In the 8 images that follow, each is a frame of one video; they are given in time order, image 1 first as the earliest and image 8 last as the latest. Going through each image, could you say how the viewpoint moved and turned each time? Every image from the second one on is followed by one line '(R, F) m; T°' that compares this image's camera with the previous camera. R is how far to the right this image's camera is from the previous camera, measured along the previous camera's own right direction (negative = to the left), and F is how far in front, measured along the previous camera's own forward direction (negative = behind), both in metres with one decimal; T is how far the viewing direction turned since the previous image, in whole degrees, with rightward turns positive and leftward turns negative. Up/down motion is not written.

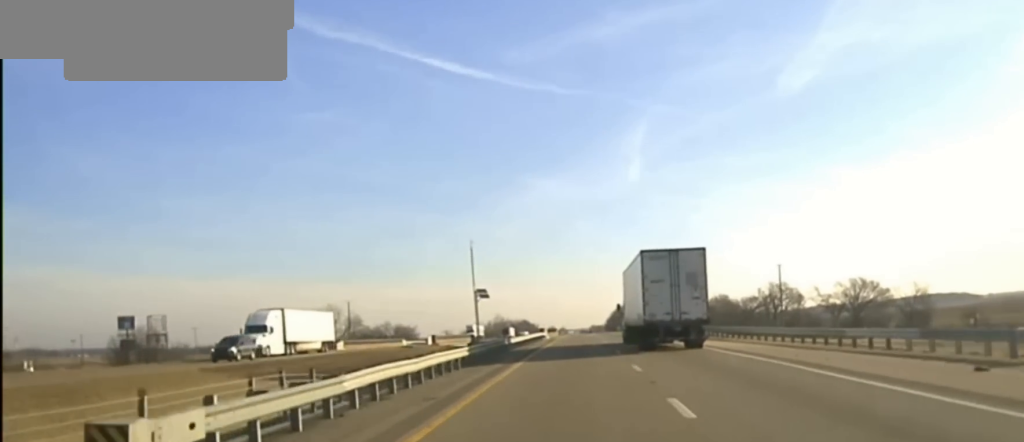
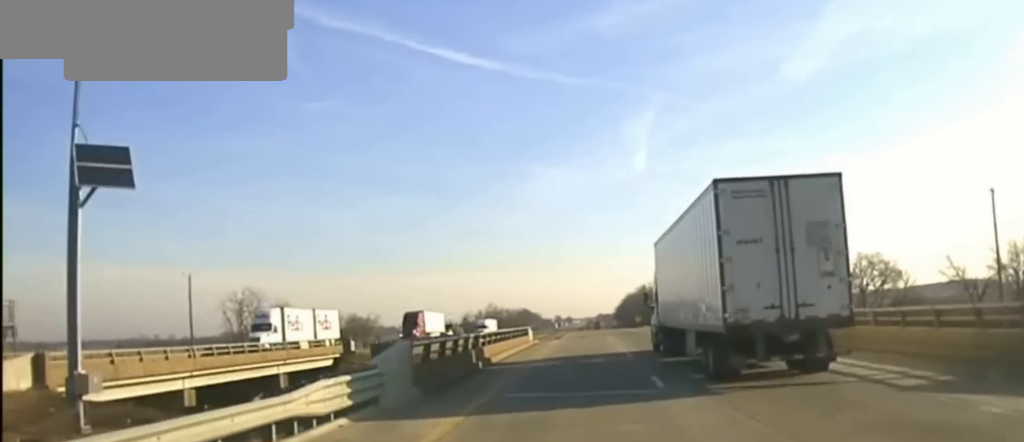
(0.0, +84.7) m; -1°
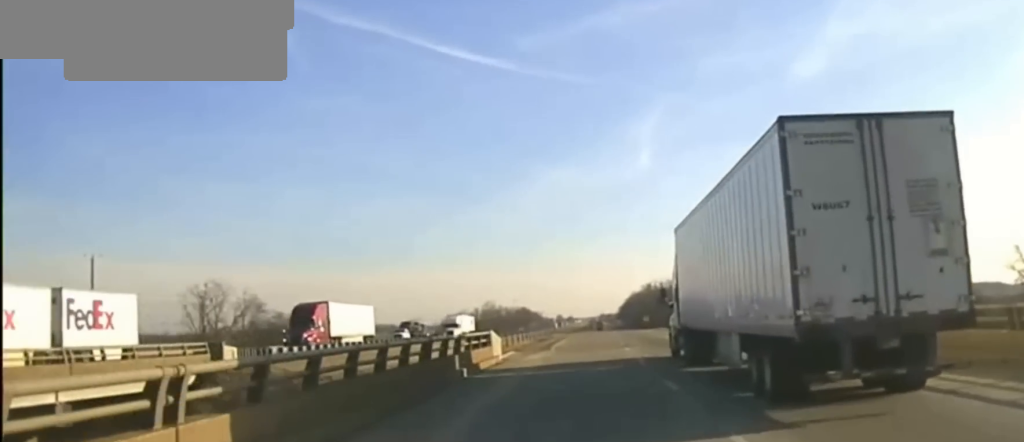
(-0.2, +25.2) m; 0°
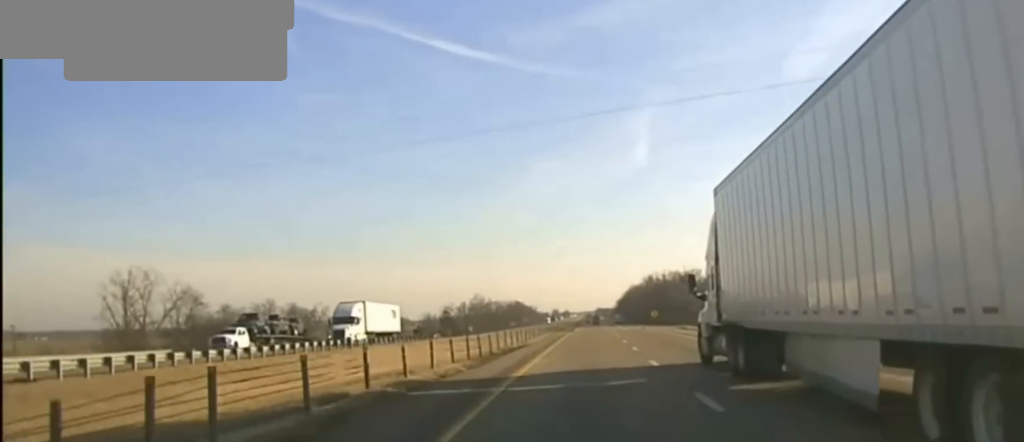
(0.0, +34.1) m; 0°
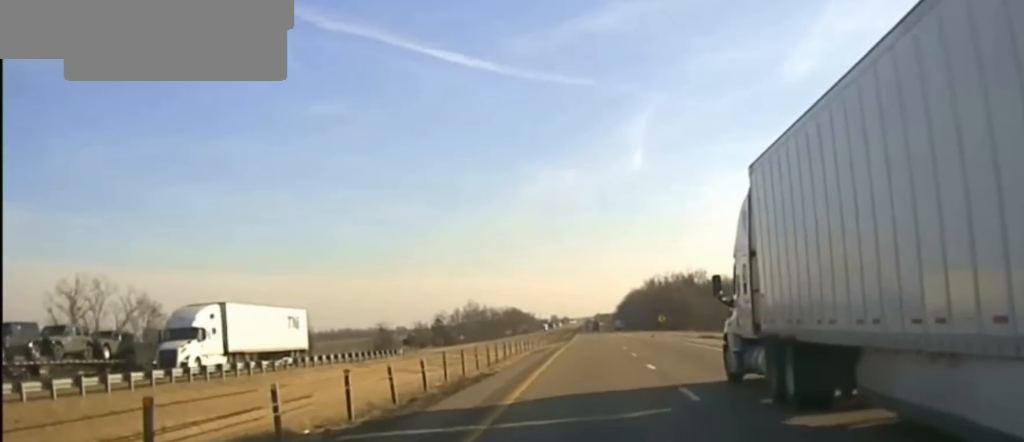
(+0.1, +17.9) m; 0°
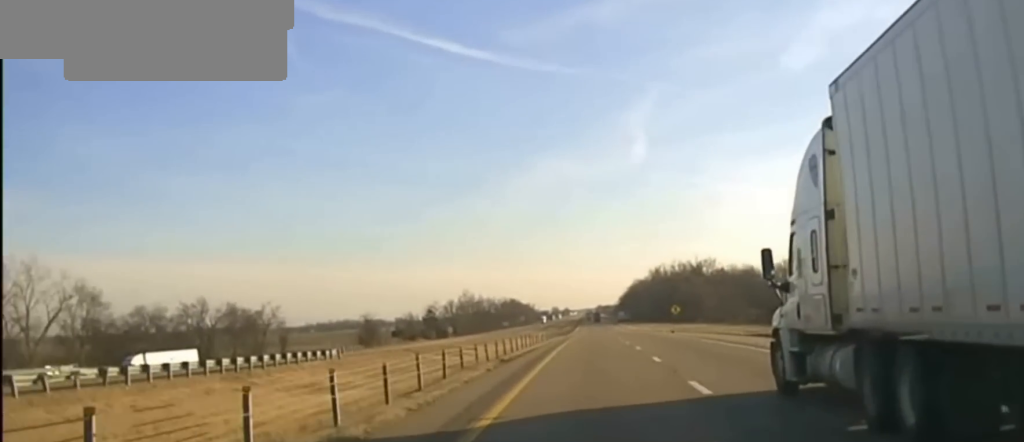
(0.0, +21.8) m; 0°
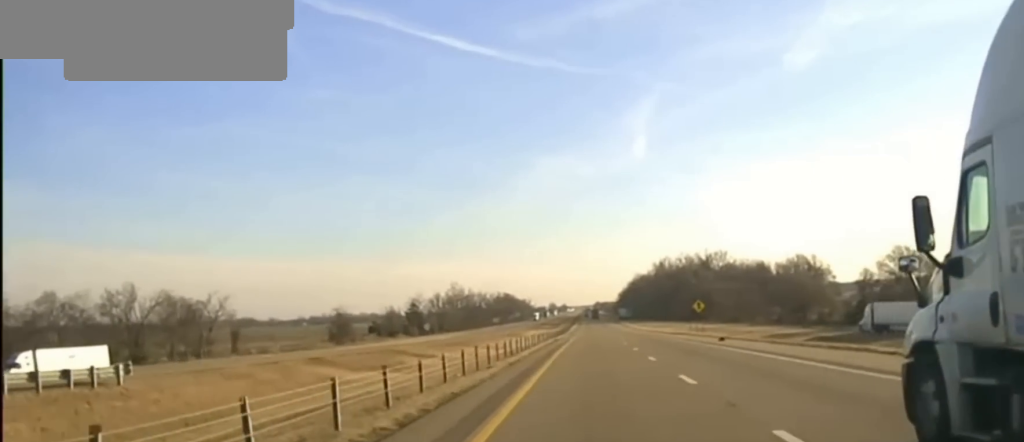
(0.0, +33.4) m; 0°
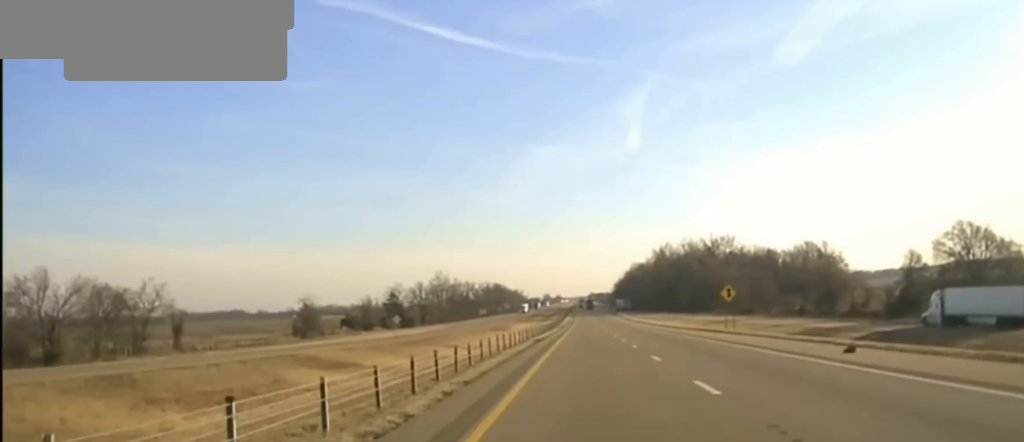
(0.0, +32.1) m; 0°
